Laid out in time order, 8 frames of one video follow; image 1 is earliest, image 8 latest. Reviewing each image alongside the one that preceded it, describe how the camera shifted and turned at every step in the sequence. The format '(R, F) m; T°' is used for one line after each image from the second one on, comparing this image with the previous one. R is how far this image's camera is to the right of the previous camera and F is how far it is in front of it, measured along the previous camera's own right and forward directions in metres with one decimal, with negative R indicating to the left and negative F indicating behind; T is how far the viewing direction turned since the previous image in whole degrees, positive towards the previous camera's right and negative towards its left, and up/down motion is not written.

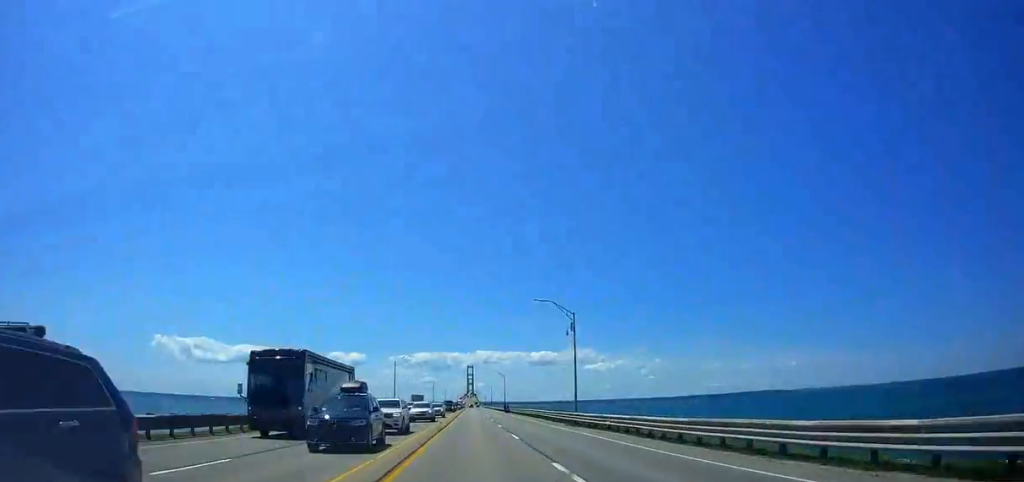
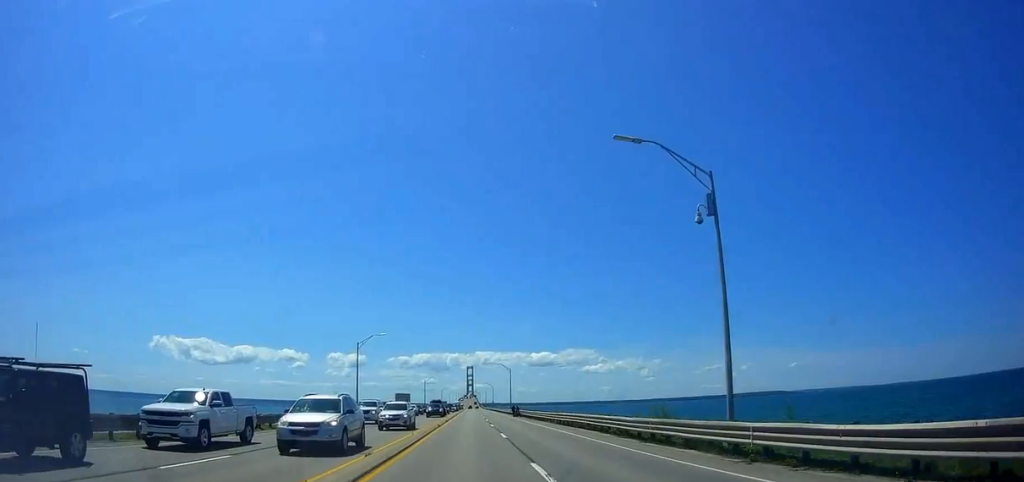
(+0.3, +28.6) m; +1°
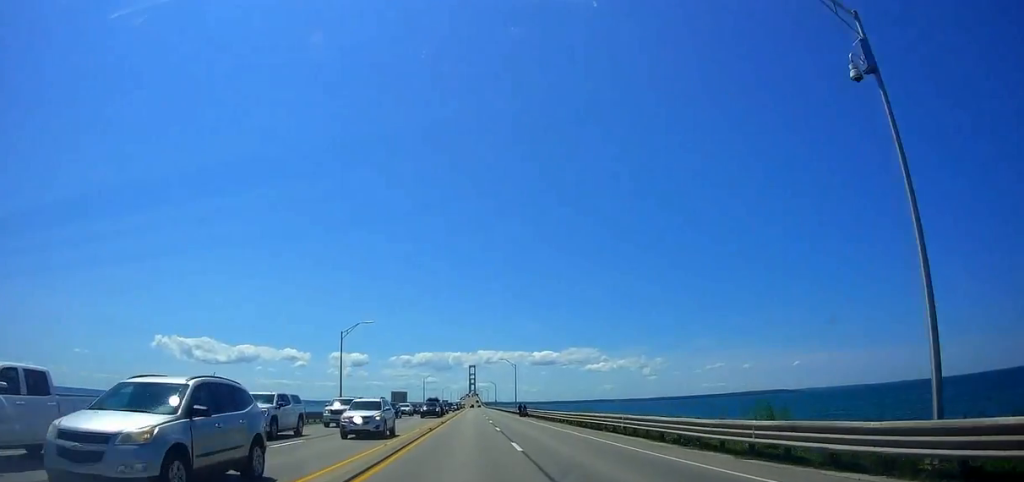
(0.0, +8.8) m; -1°
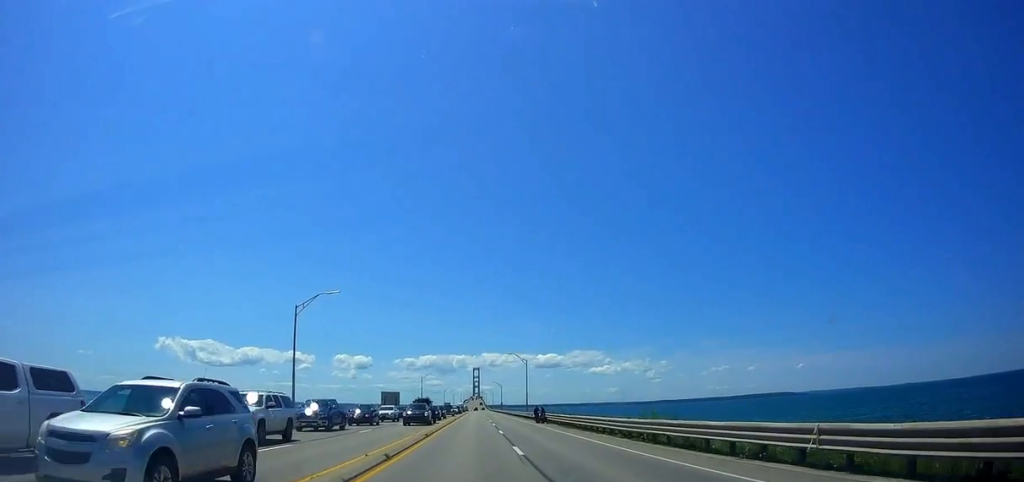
(0.0, +15.8) m; -1°
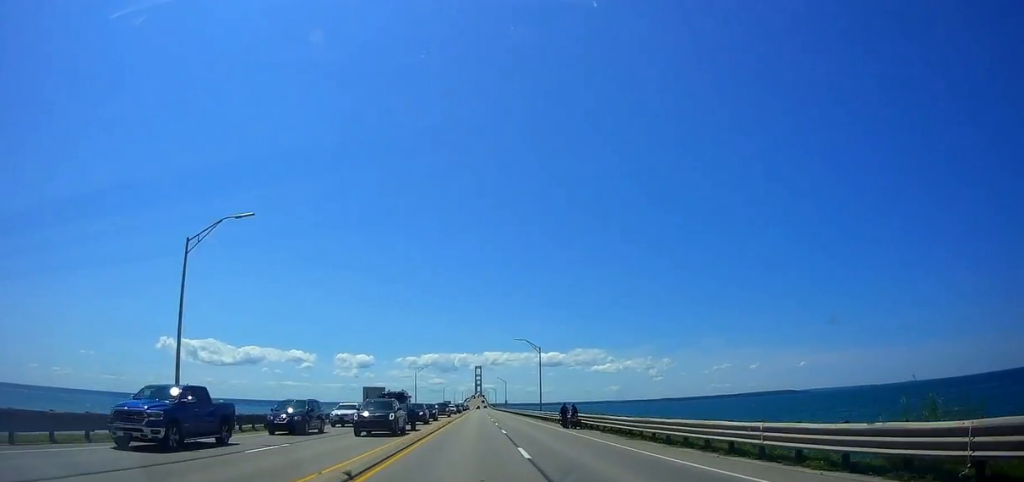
(-0.5, +16.7) m; 0°
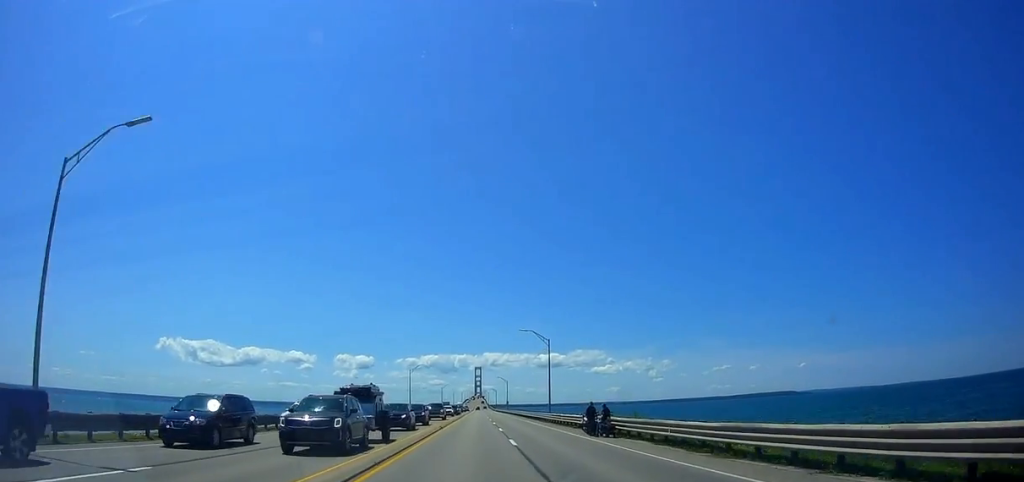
(+0.2, +9.3) m; +1°
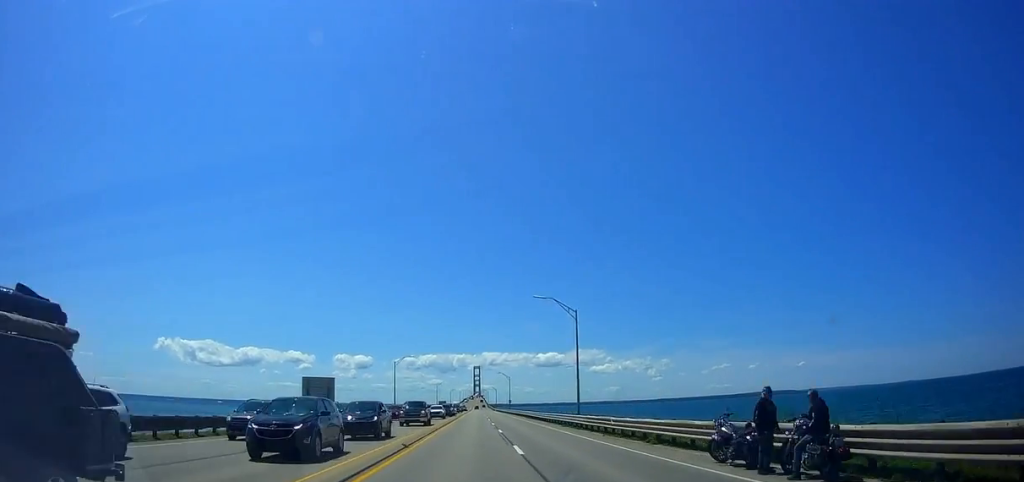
(+0.3, +18.2) m; +1°
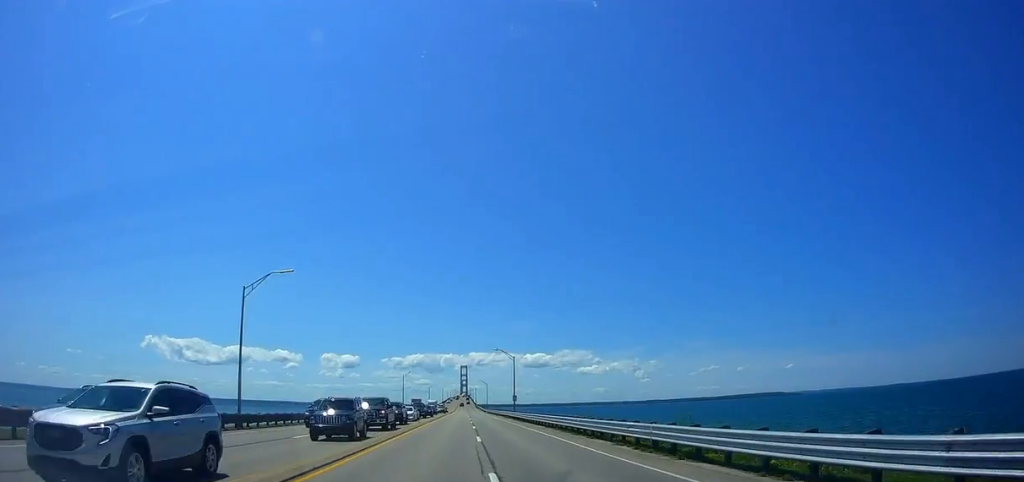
(0.0, +55.2) m; 0°
